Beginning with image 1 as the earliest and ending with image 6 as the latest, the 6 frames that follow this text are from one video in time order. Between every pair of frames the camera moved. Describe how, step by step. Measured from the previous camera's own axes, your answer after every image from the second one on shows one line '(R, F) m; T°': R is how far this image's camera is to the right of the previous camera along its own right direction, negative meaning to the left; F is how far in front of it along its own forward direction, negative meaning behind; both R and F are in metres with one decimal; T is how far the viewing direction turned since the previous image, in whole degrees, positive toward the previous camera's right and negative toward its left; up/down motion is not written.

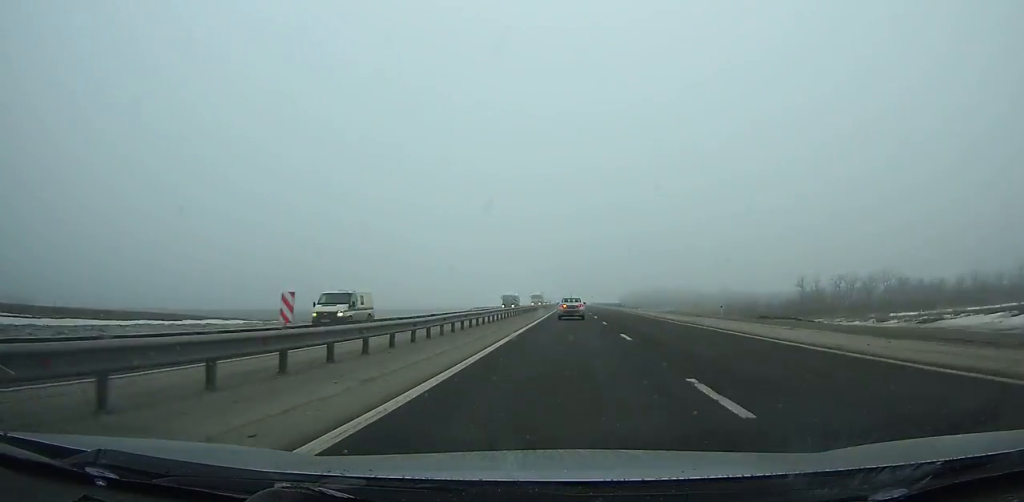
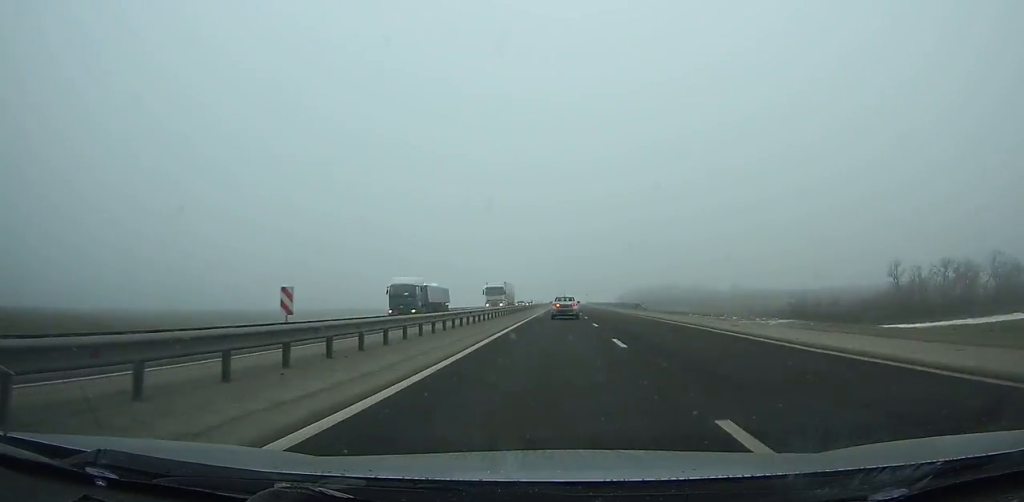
(+0.4, +40.1) m; 0°
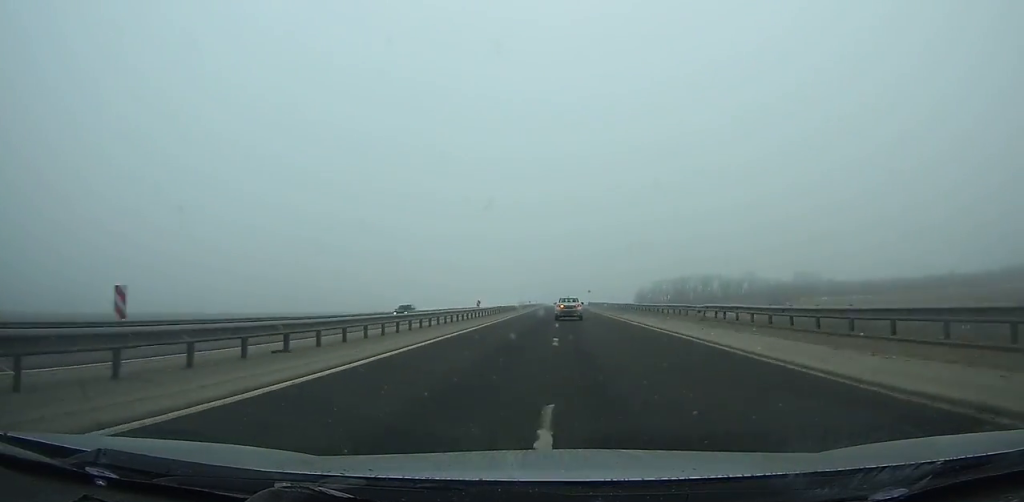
(+0.7, +82.8) m; 0°
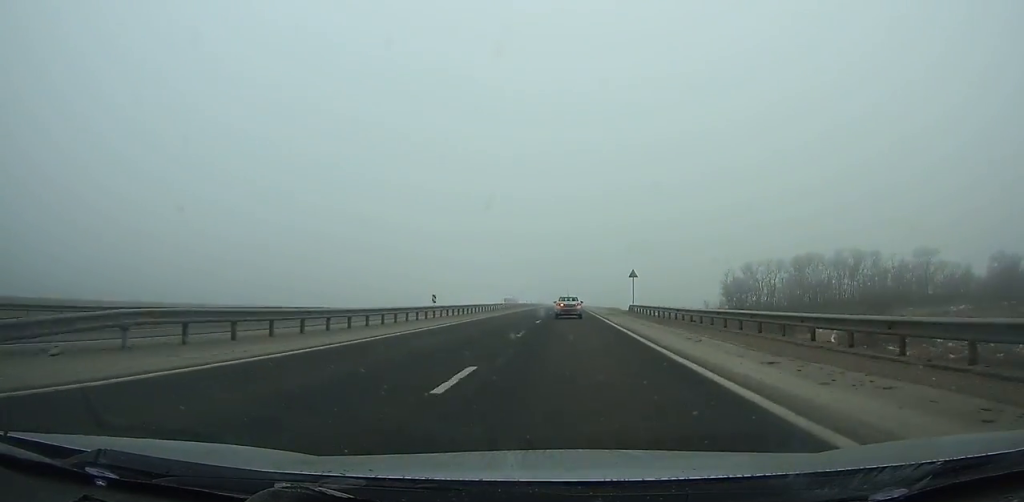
(-0.2, +91.0) m; 0°
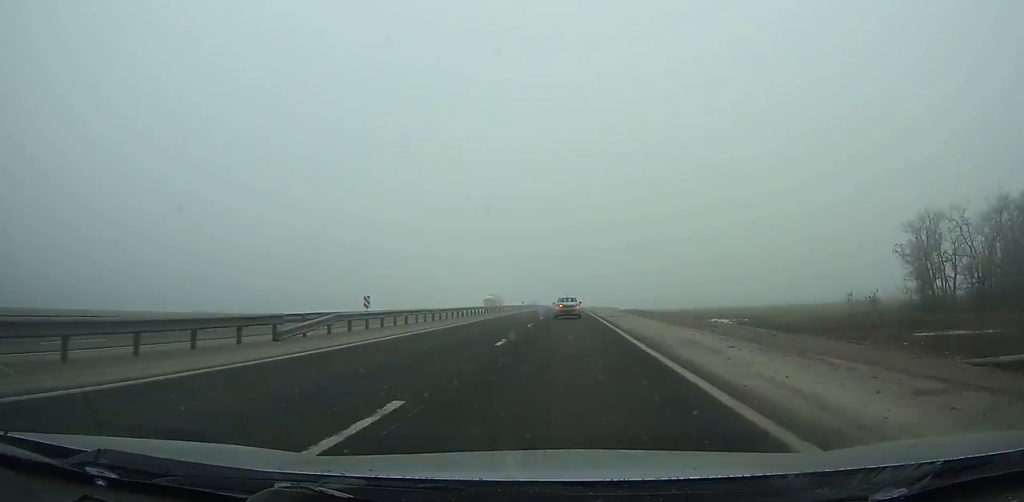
(-0.2, +51.2) m; 0°
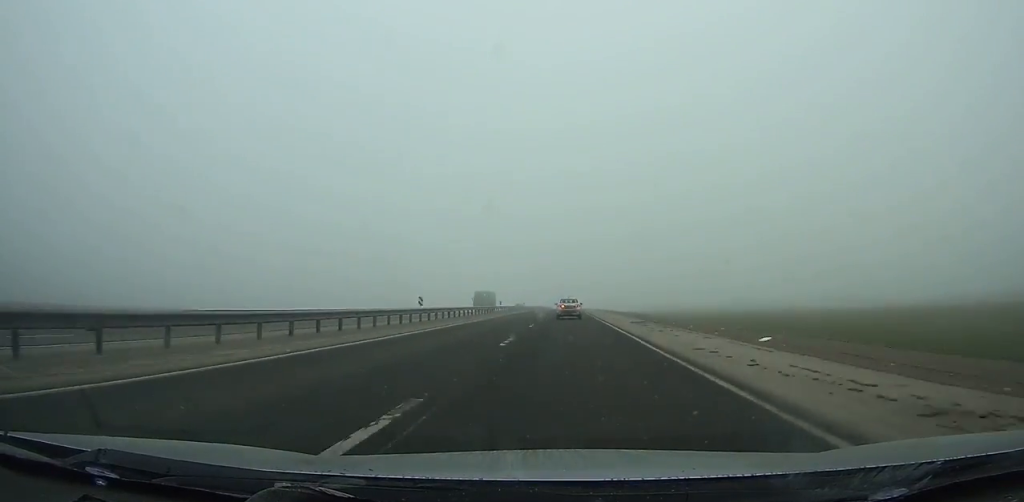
(-0.6, +191.2) m; 0°
